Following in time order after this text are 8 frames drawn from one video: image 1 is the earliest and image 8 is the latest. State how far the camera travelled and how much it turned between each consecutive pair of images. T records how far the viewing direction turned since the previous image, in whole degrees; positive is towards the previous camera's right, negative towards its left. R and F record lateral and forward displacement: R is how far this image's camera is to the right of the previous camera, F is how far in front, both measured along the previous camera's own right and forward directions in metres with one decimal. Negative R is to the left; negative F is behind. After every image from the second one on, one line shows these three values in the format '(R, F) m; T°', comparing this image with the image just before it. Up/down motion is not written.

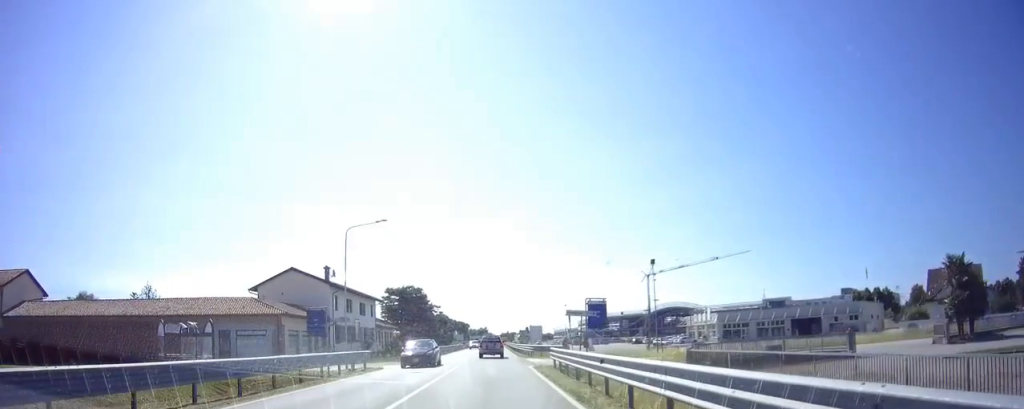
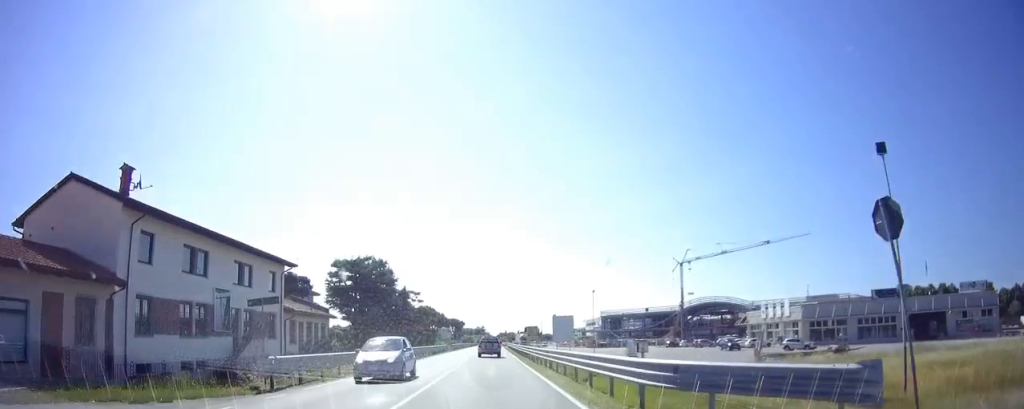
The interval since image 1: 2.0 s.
(+0.1, +32.2) m; -1°
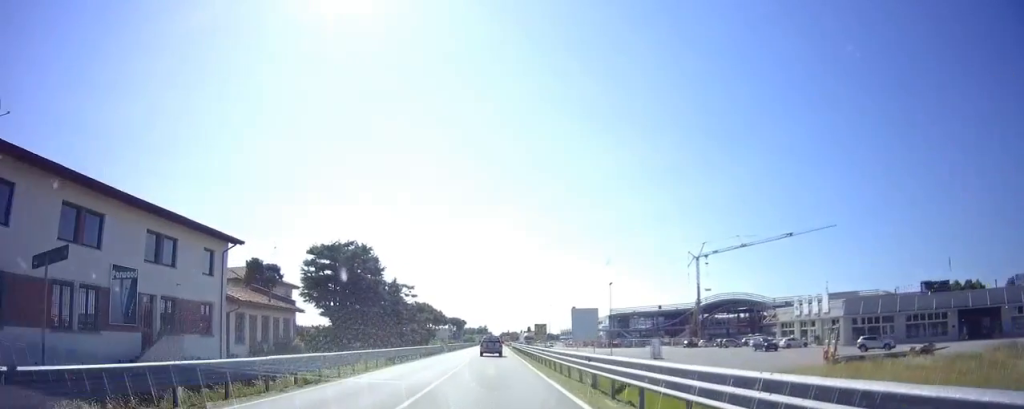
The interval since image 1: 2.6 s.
(-0.1, +9.7) m; 0°
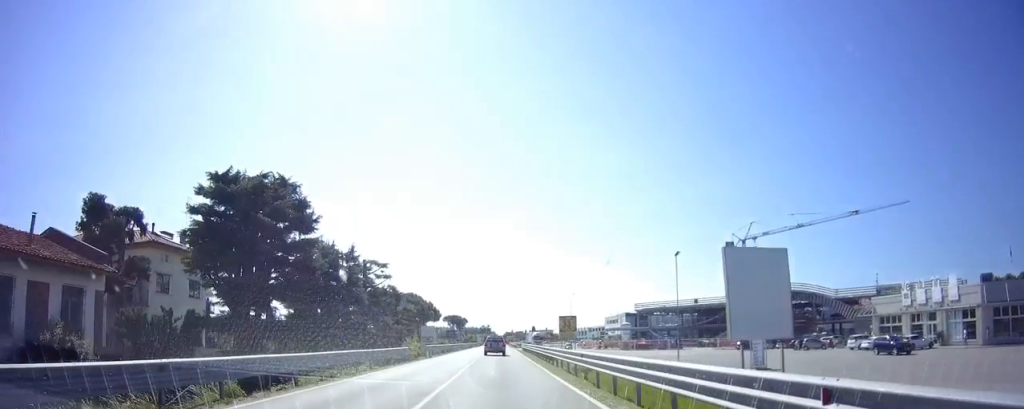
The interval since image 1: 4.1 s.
(+0.1, +24.0) m; +2°
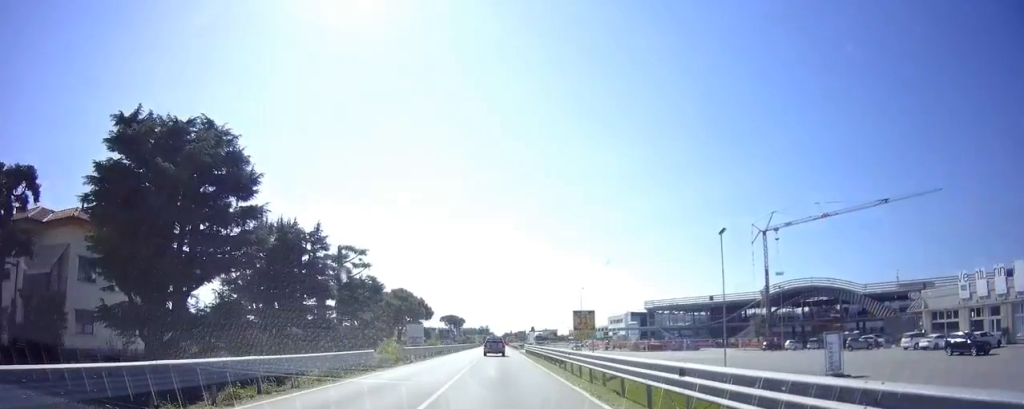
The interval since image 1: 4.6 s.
(+0.1, +9.0) m; 0°
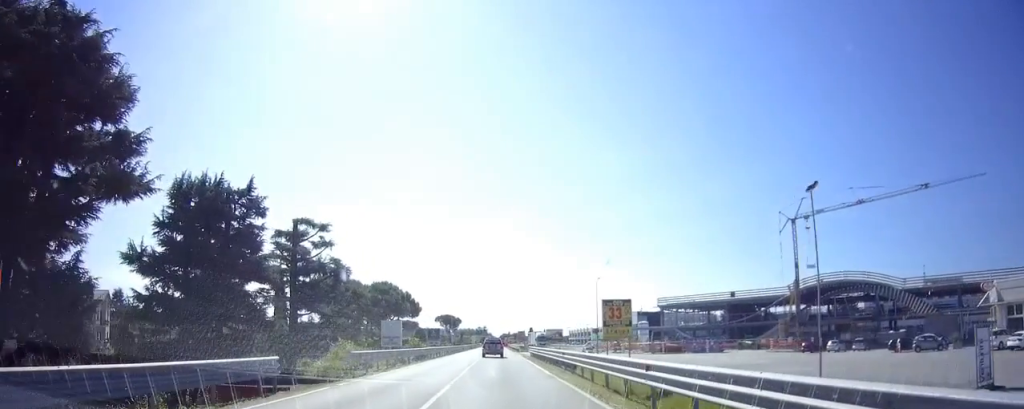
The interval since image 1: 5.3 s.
(+0.1, +11.9) m; 0°
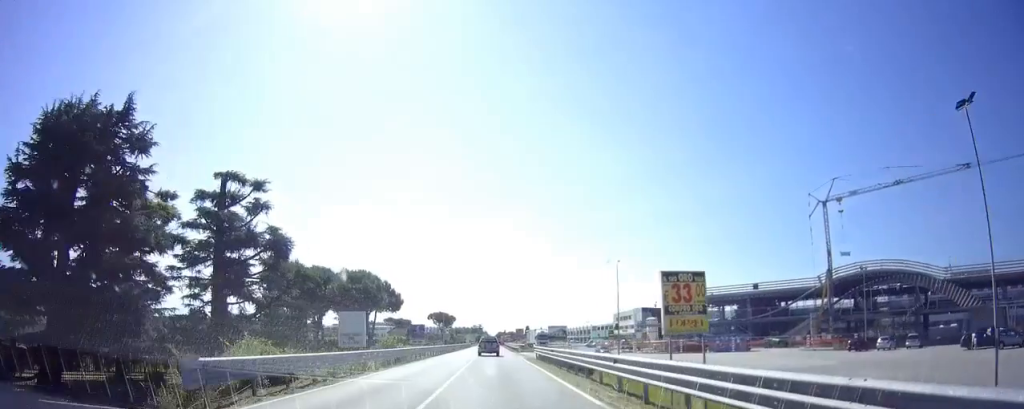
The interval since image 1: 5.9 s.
(-0.2, +10.8) m; 0°
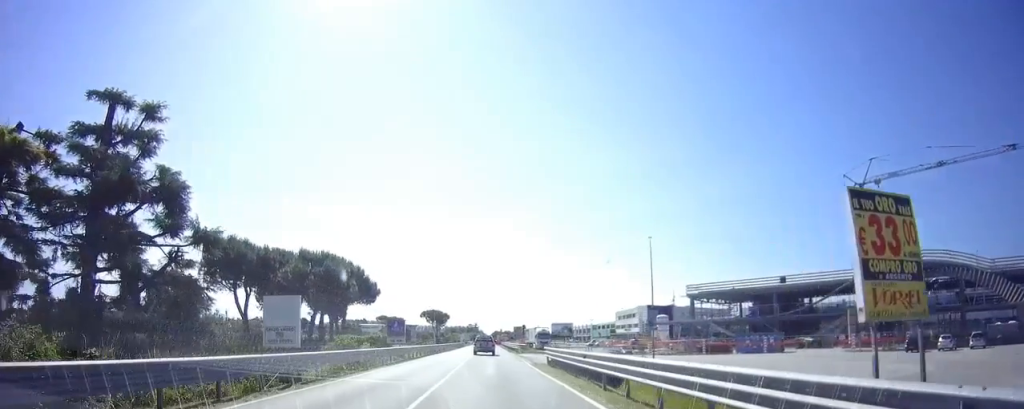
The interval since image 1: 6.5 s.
(+0.1, +10.3) m; 0°
